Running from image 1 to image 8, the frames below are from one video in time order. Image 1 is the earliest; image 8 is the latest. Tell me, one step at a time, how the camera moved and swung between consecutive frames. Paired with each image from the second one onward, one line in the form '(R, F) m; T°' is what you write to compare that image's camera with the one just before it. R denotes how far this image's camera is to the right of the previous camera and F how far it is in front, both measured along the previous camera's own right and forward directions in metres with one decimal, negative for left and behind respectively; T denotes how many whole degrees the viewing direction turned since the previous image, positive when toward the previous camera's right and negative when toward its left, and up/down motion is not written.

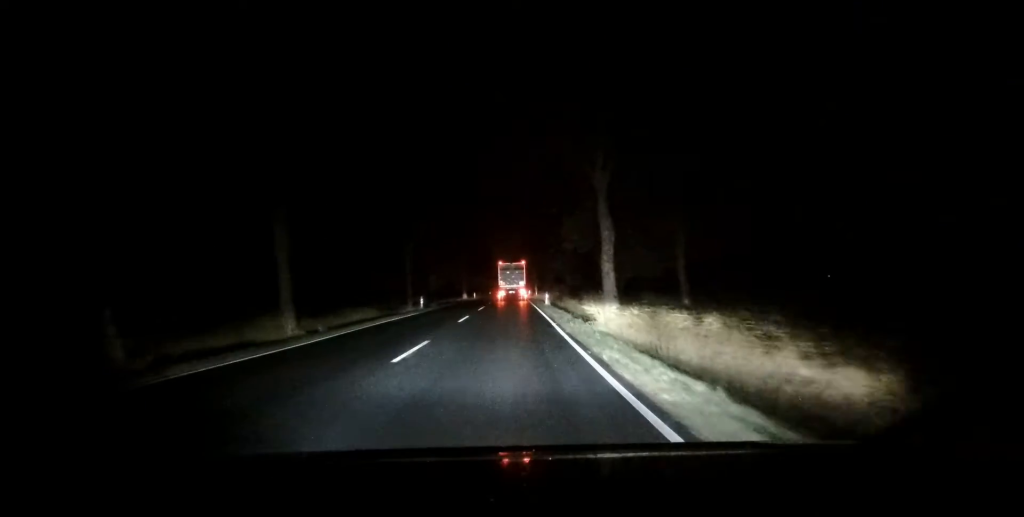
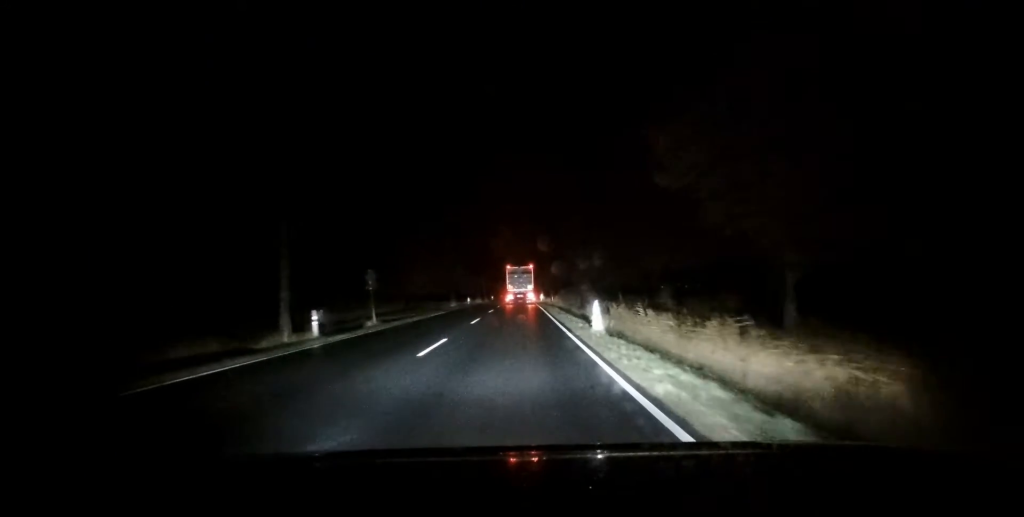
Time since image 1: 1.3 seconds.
(0.0, +22.7) m; -1°
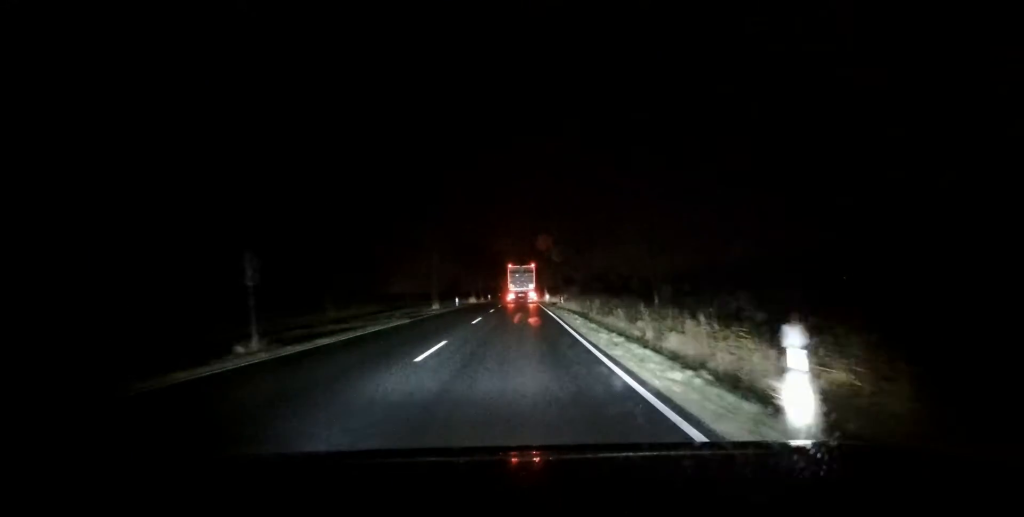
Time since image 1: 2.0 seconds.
(-0.2, +13.1) m; 0°
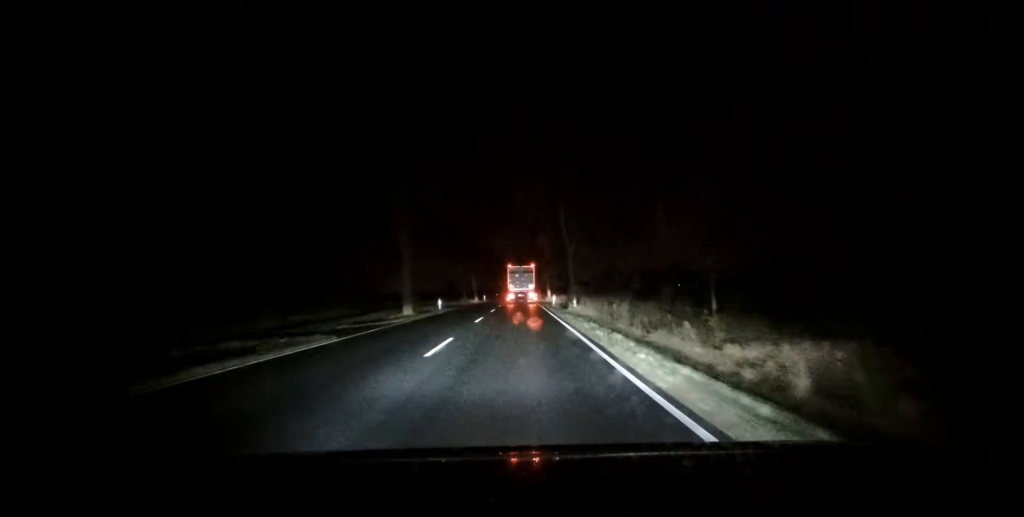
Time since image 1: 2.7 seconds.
(-0.1, +11.4) m; 0°
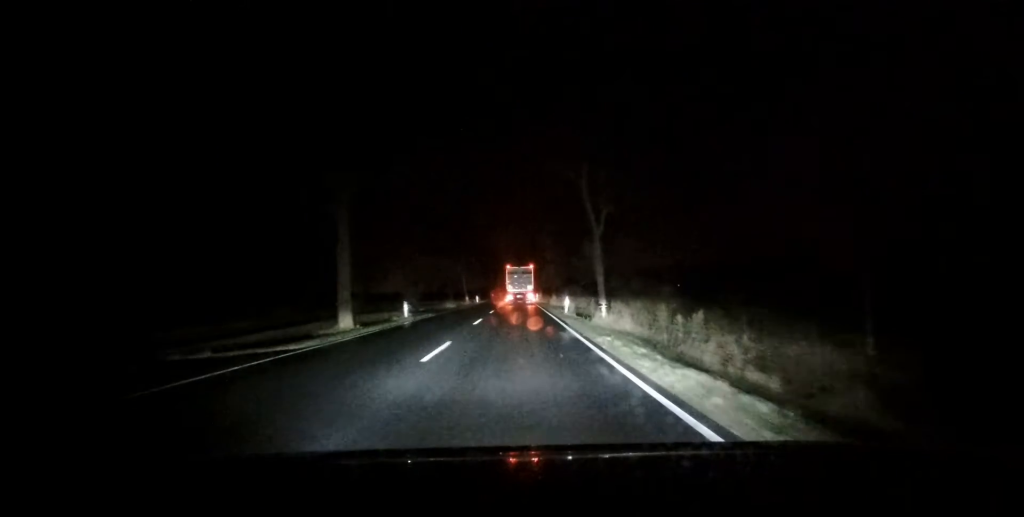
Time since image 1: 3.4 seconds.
(+0.2, +12.7) m; +1°
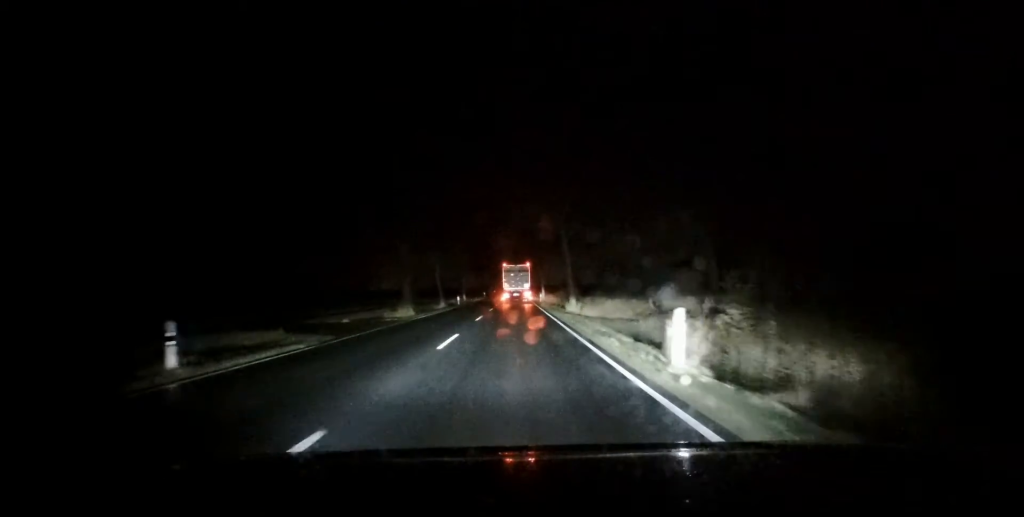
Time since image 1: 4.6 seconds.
(0.0, +21.5) m; -1°
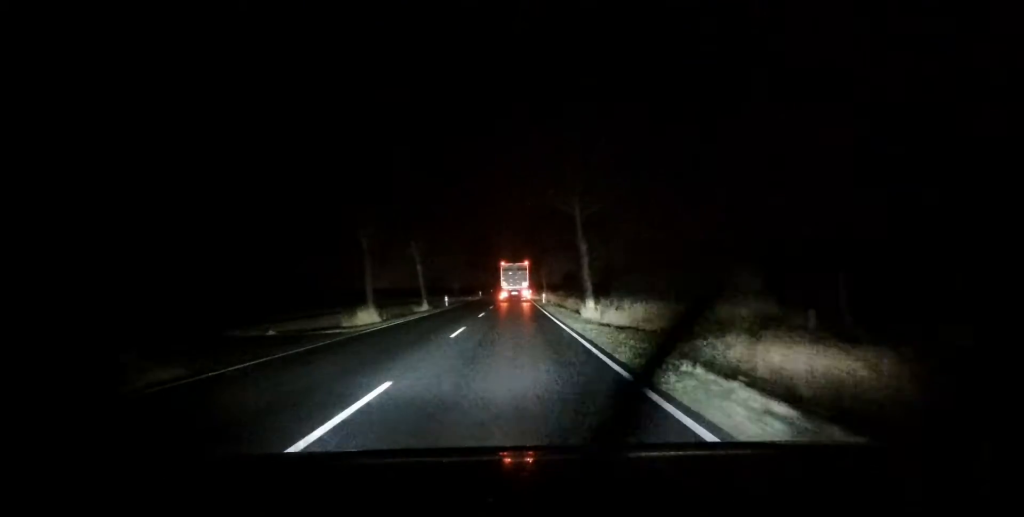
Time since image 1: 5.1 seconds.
(-0.2, +8.9) m; 0°
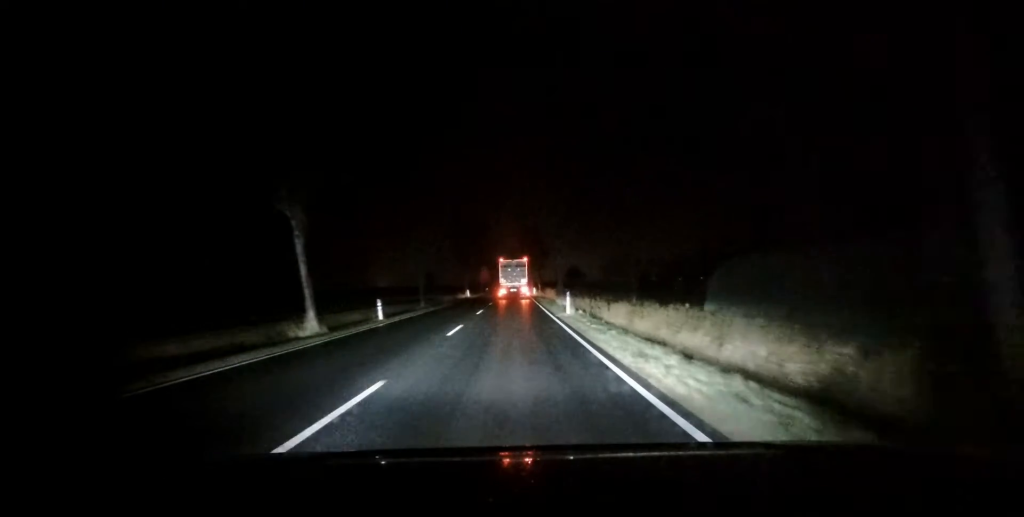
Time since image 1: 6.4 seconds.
(+0.2, +23.9) m; +1°
